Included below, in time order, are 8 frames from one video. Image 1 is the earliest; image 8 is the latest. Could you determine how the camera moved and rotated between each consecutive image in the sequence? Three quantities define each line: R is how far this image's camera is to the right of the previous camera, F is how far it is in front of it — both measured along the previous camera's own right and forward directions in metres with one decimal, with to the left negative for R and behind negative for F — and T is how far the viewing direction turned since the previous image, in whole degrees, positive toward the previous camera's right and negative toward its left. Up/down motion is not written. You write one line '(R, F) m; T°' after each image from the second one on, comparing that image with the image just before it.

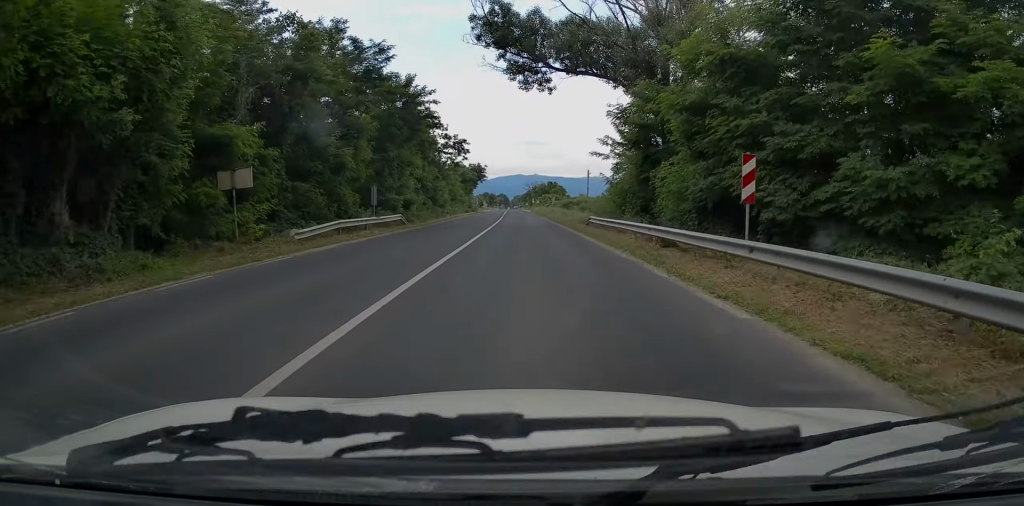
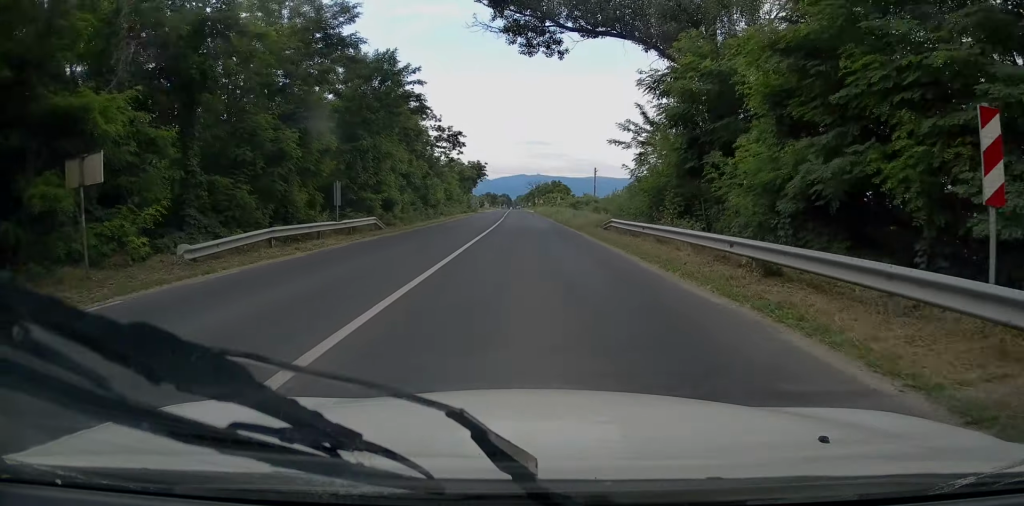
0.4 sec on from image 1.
(0.0, +6.8) m; 0°
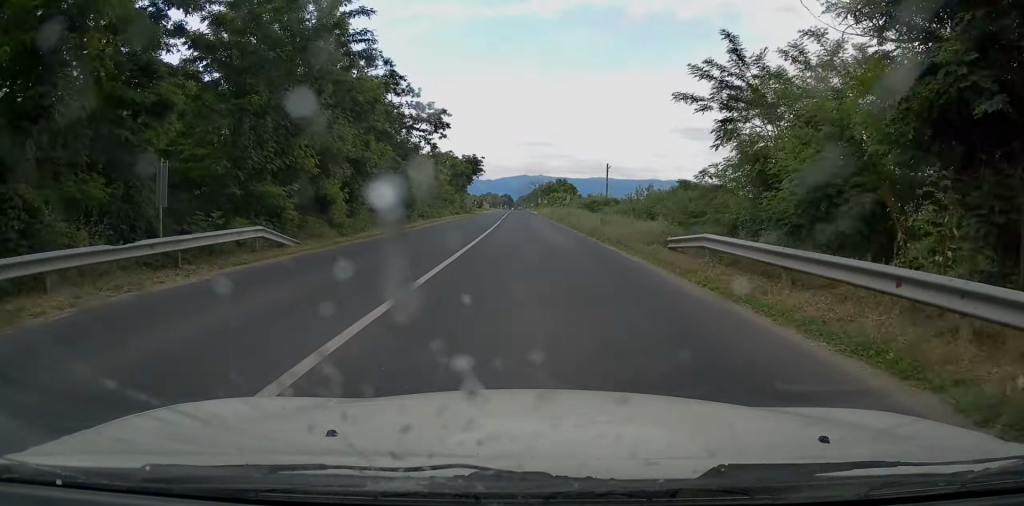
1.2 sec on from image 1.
(0.0, +13.0) m; -1°
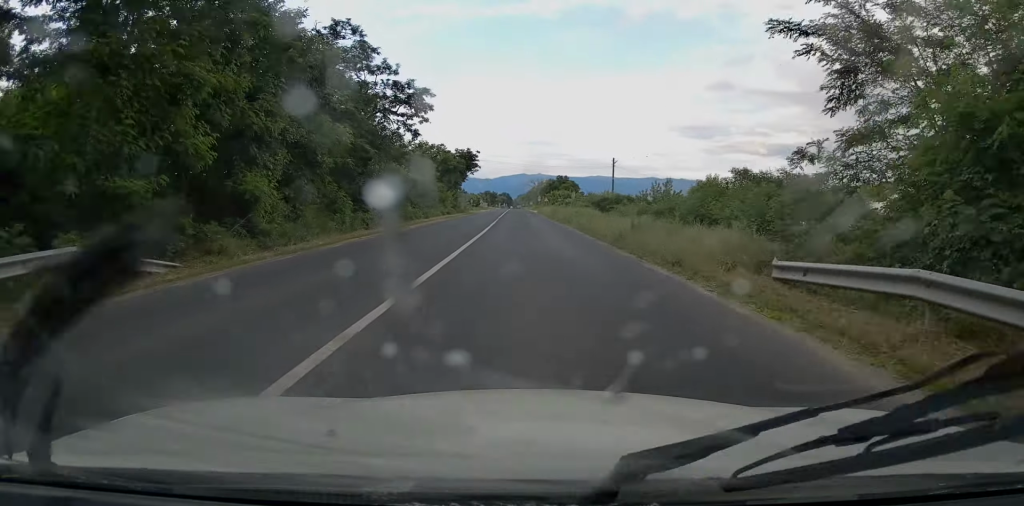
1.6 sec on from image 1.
(+0.1, +7.3) m; -1°
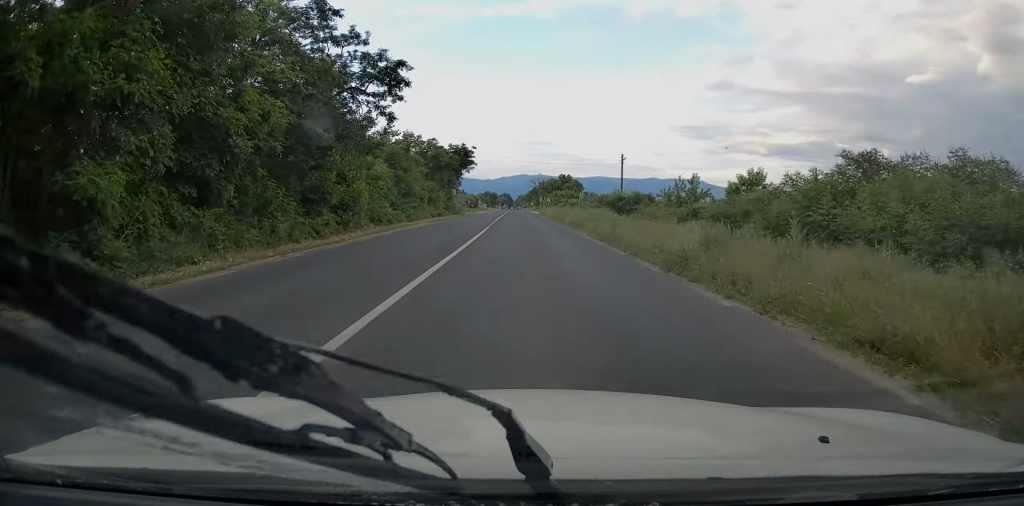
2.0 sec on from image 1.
(-0.1, +7.3) m; 0°
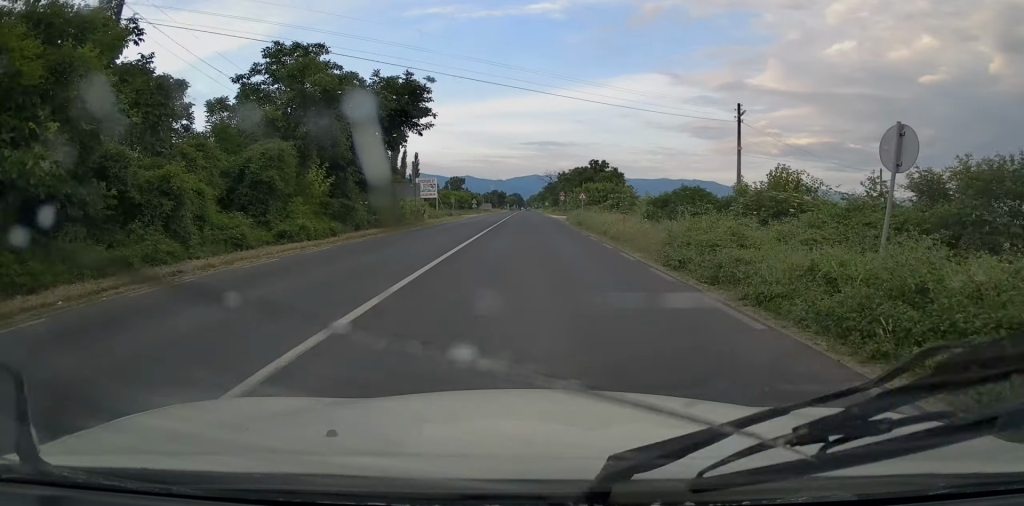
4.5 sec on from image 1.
(+0.3, +40.9) m; 0°
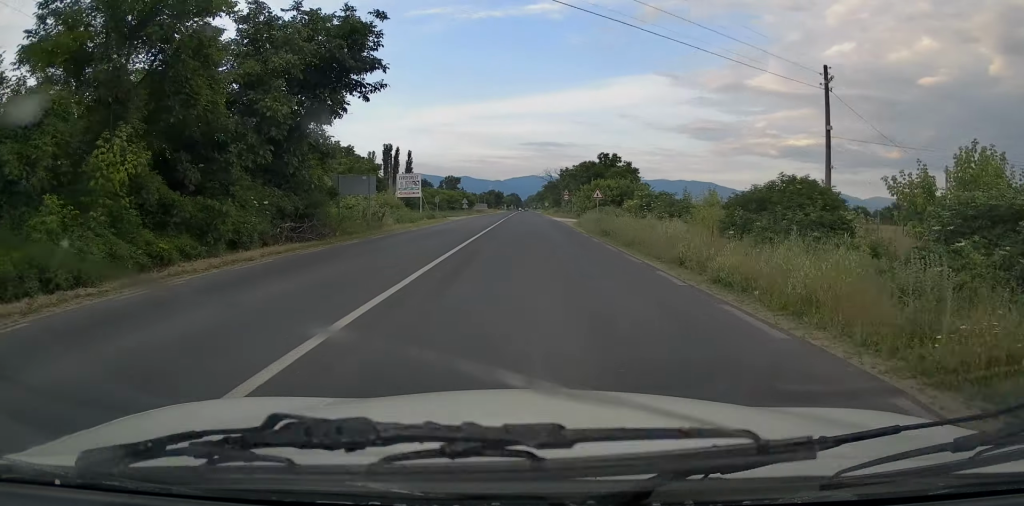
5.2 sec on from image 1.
(-0.2, +12.2) m; 0°
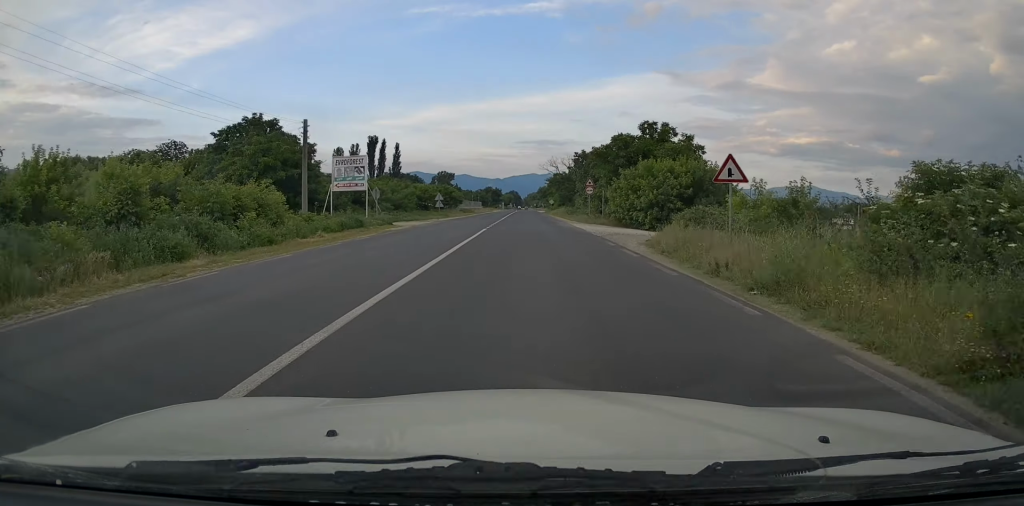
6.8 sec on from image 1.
(+0.6, +26.5) m; 0°
